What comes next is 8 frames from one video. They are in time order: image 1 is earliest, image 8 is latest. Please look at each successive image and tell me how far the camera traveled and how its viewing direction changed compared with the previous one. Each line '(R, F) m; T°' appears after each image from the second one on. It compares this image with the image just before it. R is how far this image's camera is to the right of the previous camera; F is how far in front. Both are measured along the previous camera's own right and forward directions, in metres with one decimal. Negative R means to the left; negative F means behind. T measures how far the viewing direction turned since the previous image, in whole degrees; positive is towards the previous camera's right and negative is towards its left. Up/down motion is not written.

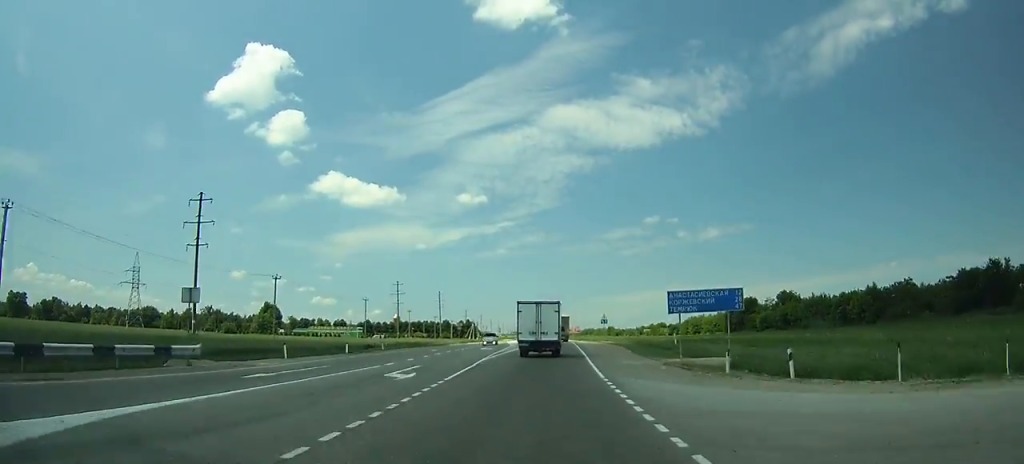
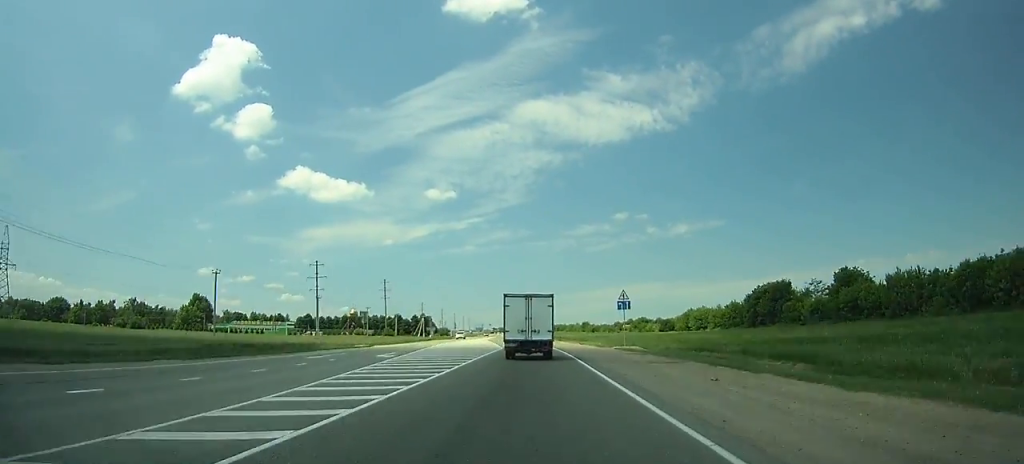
(+0.6, +47.3) m; +1°
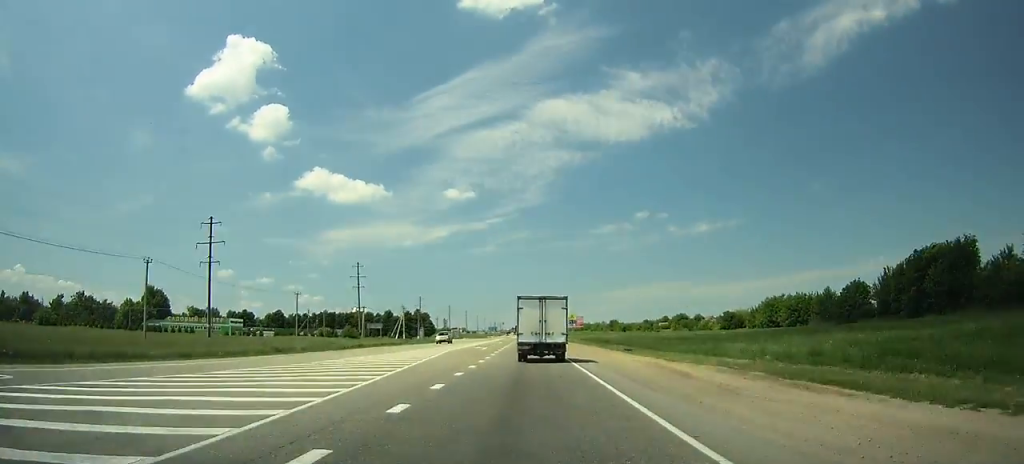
(+0.1, +59.7) m; -1°
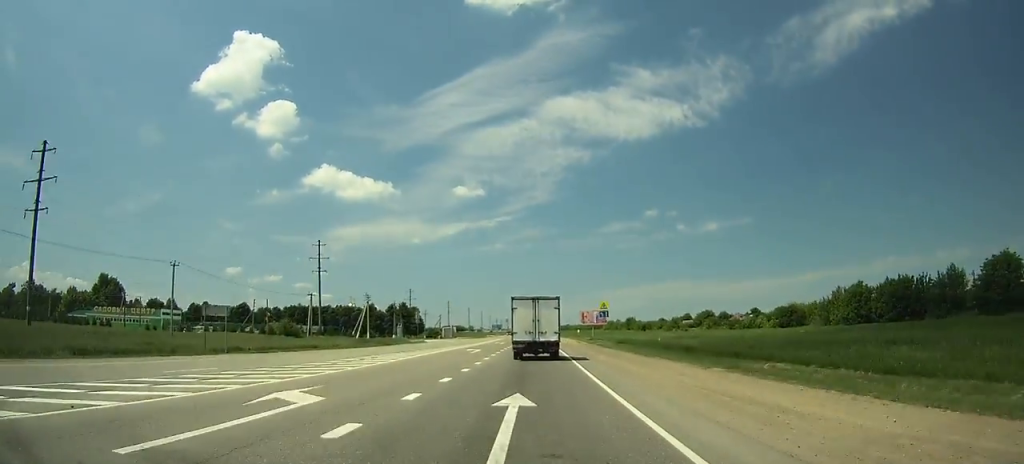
(-0.4, +38.4) m; -1°
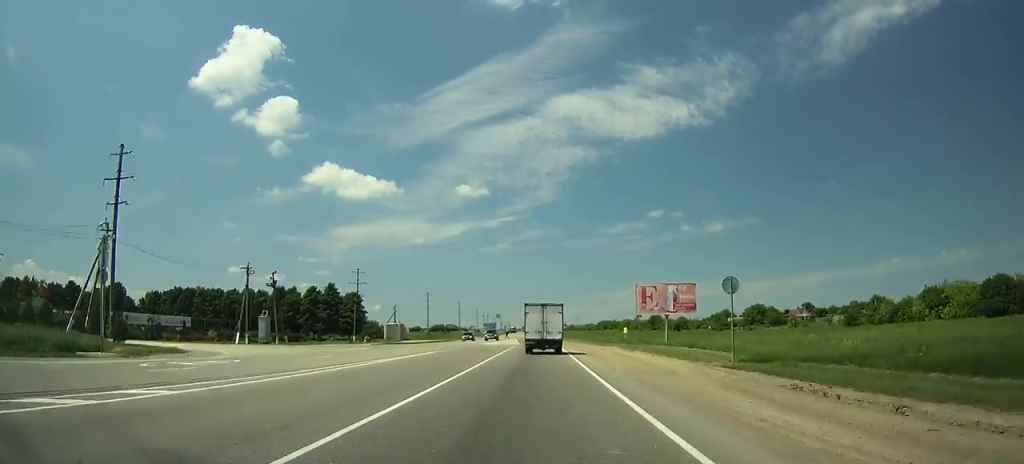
(-0.2, +72.6) m; 0°
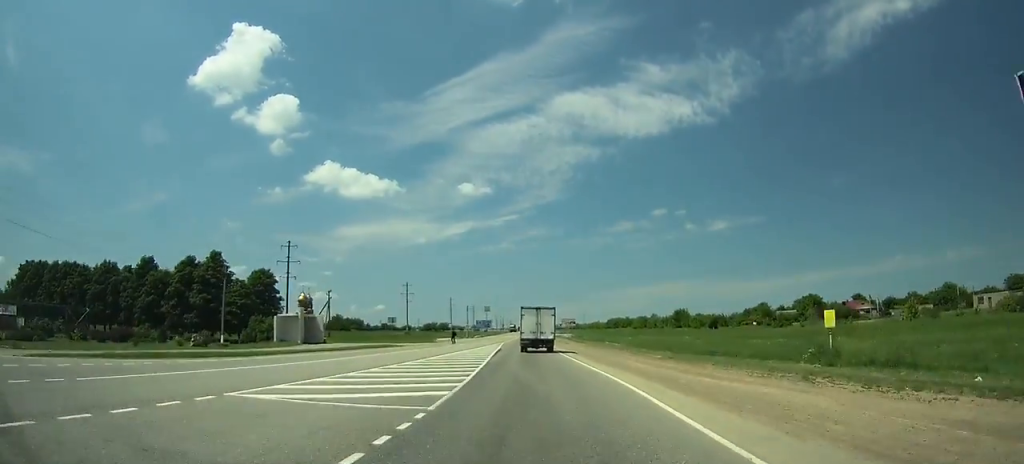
(0.0, +48.5) m; -1°
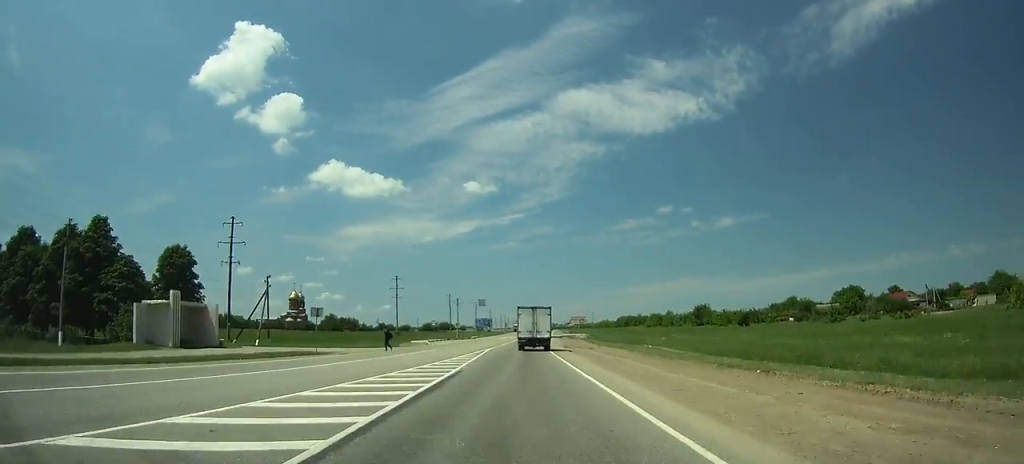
(-0.2, +25.1) m; 0°
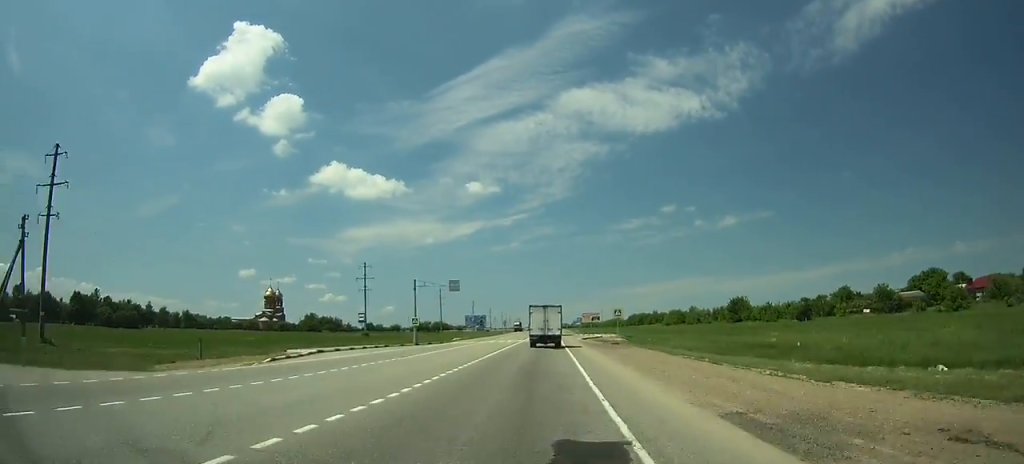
(-0.3, +40.0) m; 0°
